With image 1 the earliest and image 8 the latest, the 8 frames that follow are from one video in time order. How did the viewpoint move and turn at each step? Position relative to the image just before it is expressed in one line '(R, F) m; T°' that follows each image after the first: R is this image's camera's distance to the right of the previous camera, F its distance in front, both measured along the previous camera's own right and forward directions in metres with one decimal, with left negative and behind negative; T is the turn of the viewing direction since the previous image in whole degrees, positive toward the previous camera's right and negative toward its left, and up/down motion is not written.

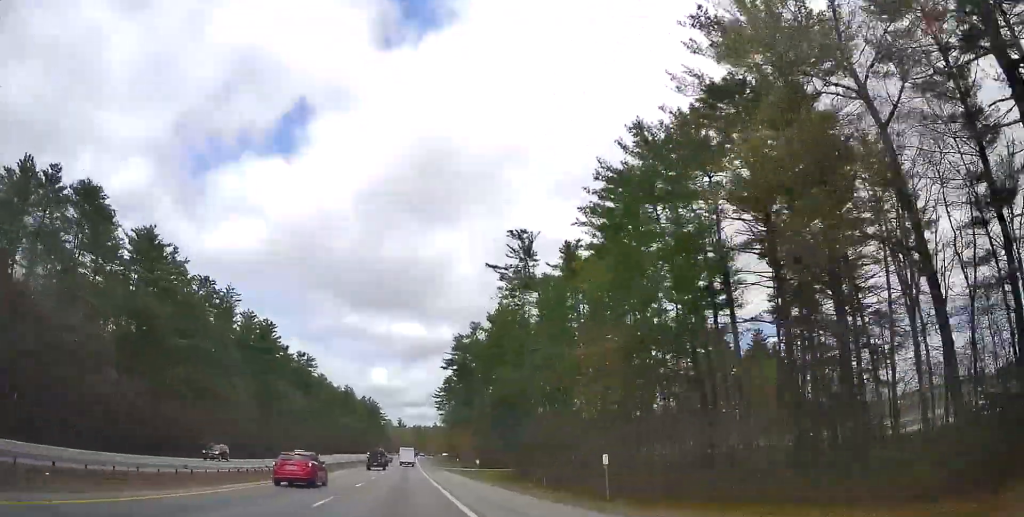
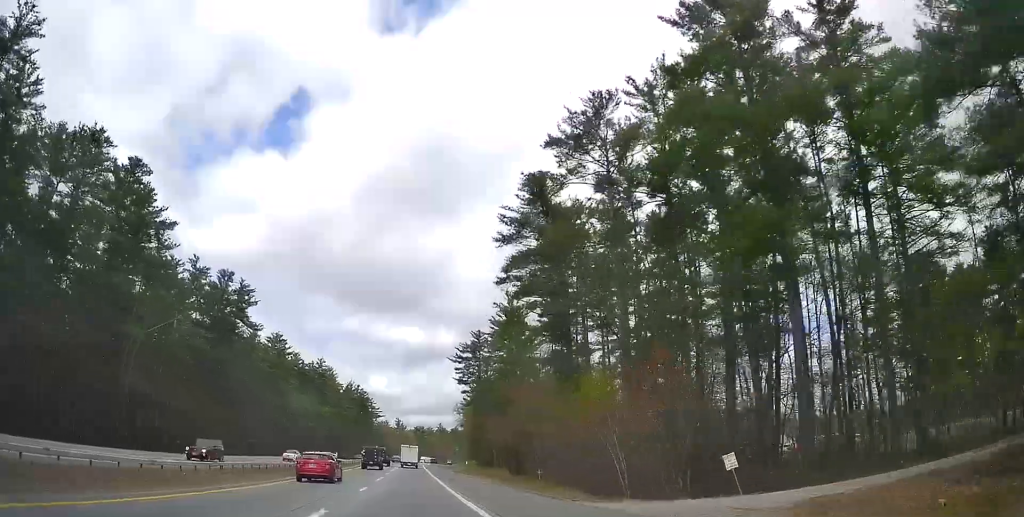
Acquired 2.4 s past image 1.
(+3.4, +76.0) m; +5°
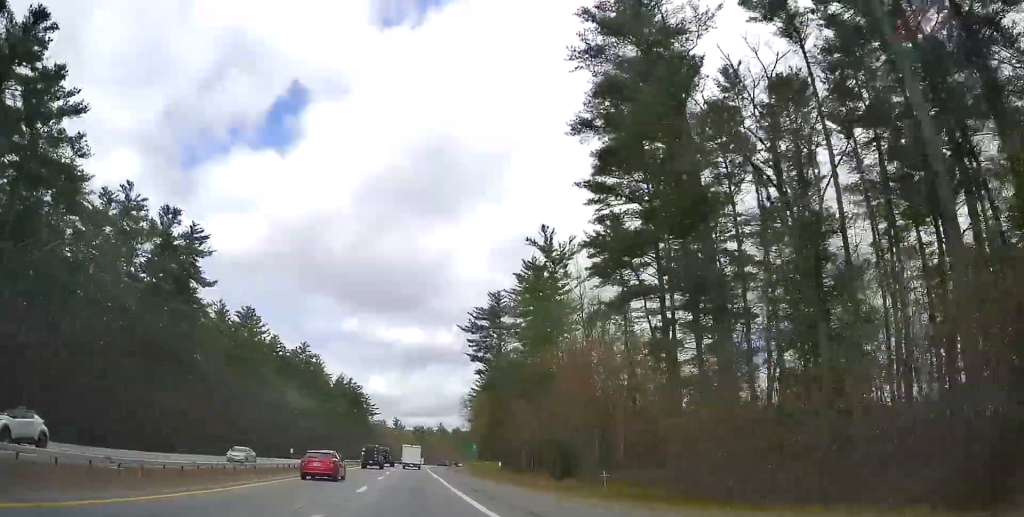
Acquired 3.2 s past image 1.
(0.0, +25.7) m; 0°
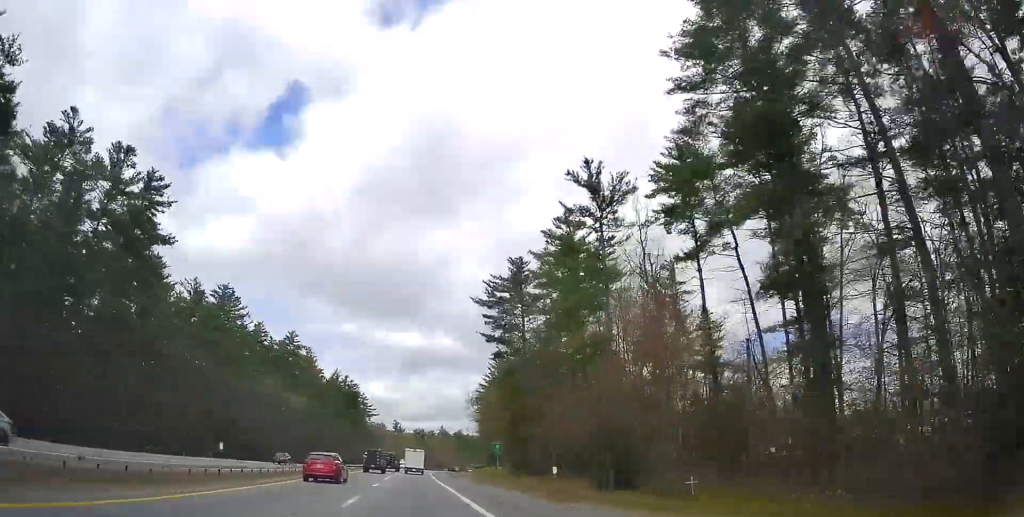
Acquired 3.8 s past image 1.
(-0.1, +16.3) m; 0°
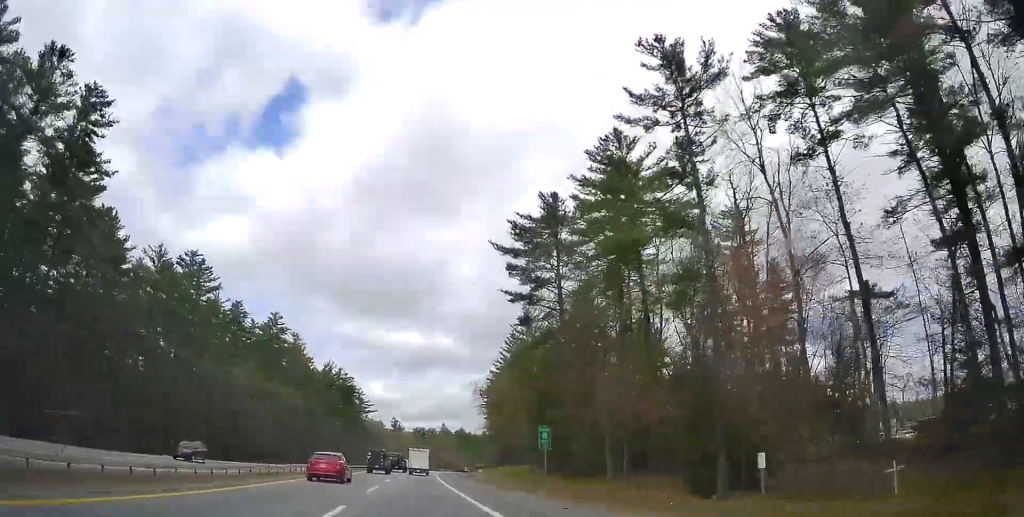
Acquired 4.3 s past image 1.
(0.0, +16.8) m; 0°
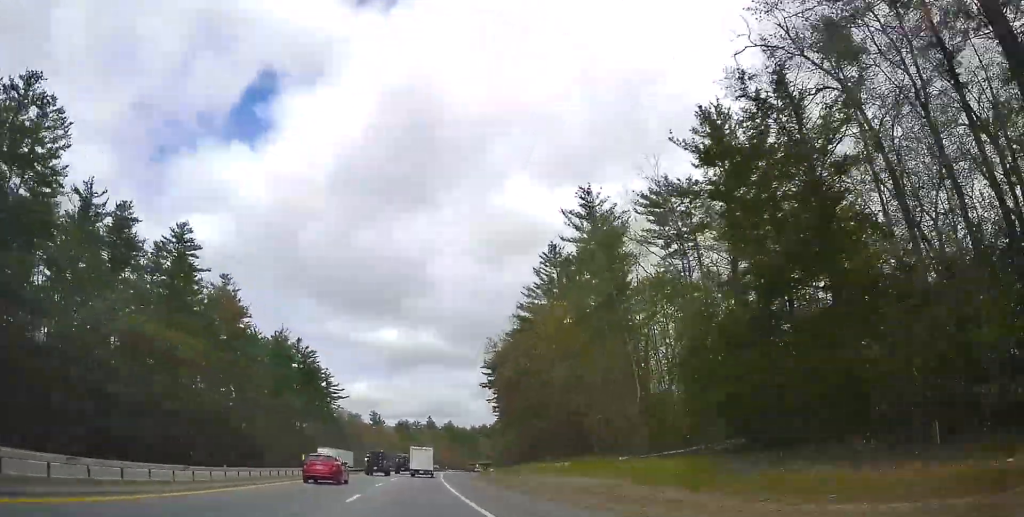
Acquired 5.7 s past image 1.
(+0.4, +43.6) m; +1°
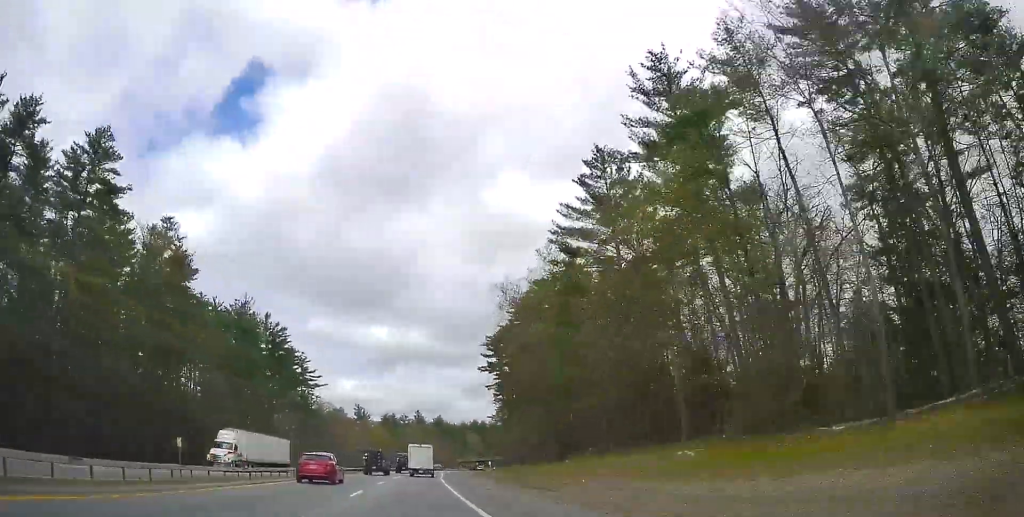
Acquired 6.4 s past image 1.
(+0.3, +21.6) m; 0°
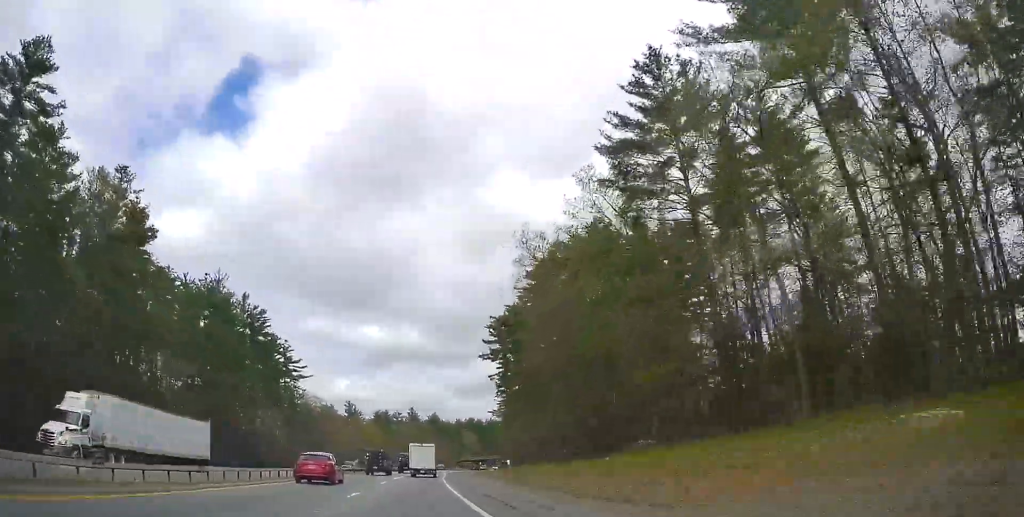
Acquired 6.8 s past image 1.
(-0.3, +13.3) m; 0°
